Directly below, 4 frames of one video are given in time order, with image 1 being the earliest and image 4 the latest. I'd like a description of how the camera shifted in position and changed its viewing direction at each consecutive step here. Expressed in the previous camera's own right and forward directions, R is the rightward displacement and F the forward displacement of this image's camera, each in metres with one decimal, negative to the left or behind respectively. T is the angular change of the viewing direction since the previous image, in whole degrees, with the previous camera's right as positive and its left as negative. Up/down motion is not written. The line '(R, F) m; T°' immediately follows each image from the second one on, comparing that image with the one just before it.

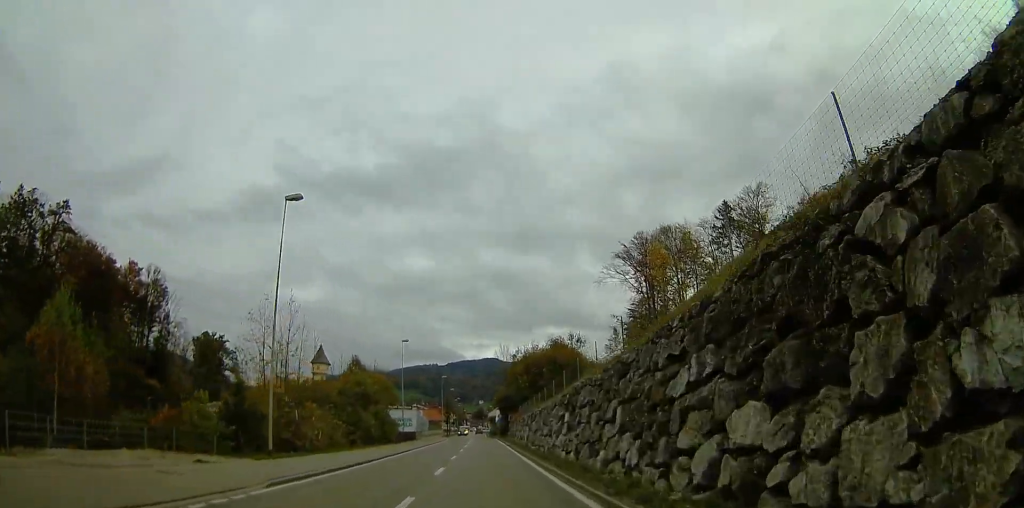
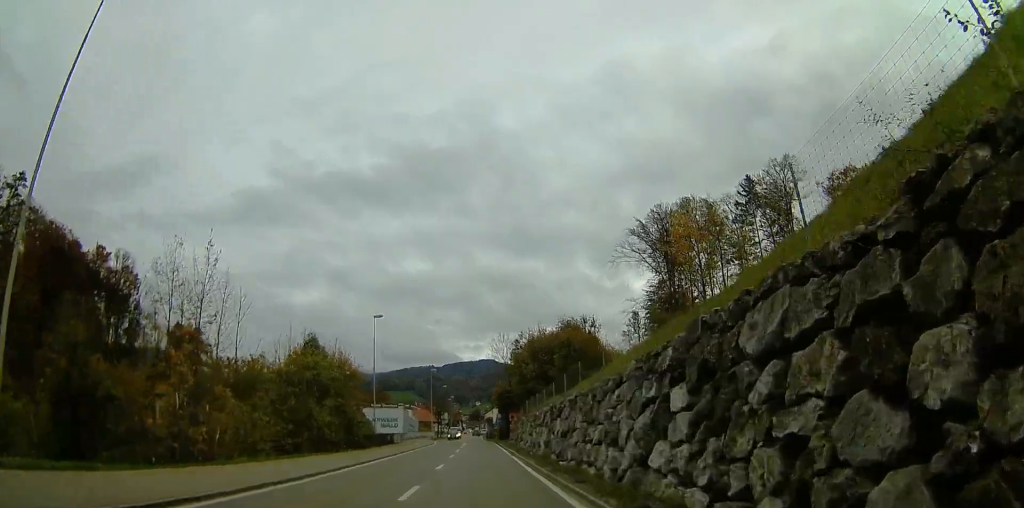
(0.0, +15.0) m; 0°
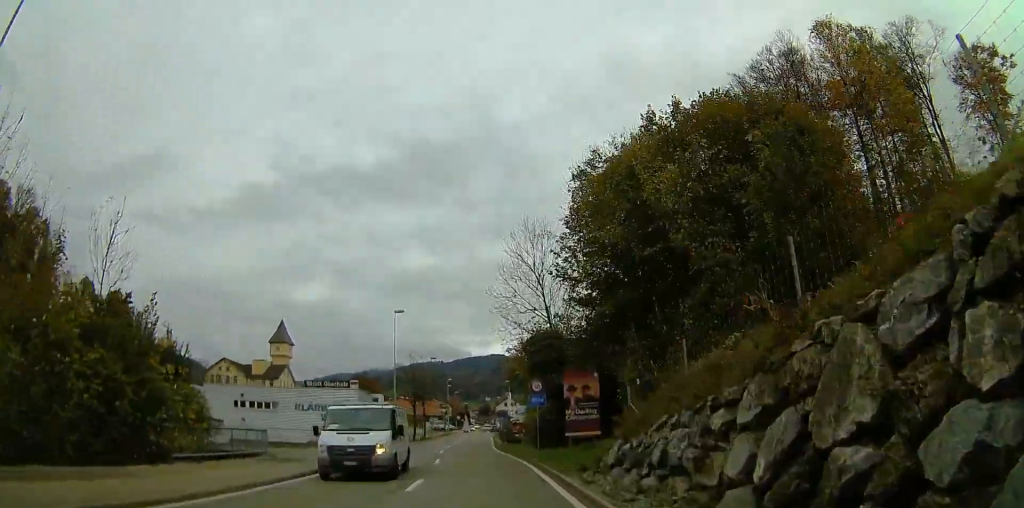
(-0.1, +44.1) m; -3°
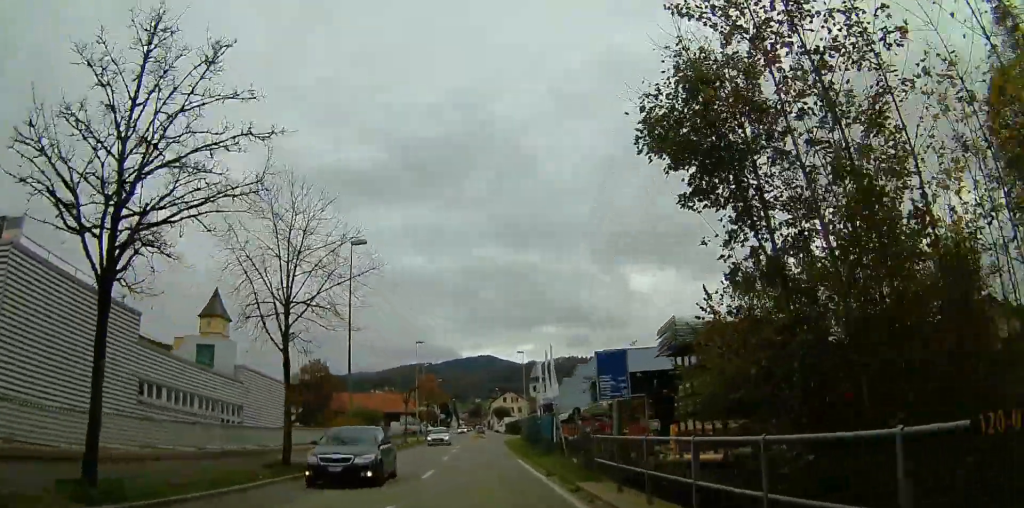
(+1.2, +50.7) m; +2°
